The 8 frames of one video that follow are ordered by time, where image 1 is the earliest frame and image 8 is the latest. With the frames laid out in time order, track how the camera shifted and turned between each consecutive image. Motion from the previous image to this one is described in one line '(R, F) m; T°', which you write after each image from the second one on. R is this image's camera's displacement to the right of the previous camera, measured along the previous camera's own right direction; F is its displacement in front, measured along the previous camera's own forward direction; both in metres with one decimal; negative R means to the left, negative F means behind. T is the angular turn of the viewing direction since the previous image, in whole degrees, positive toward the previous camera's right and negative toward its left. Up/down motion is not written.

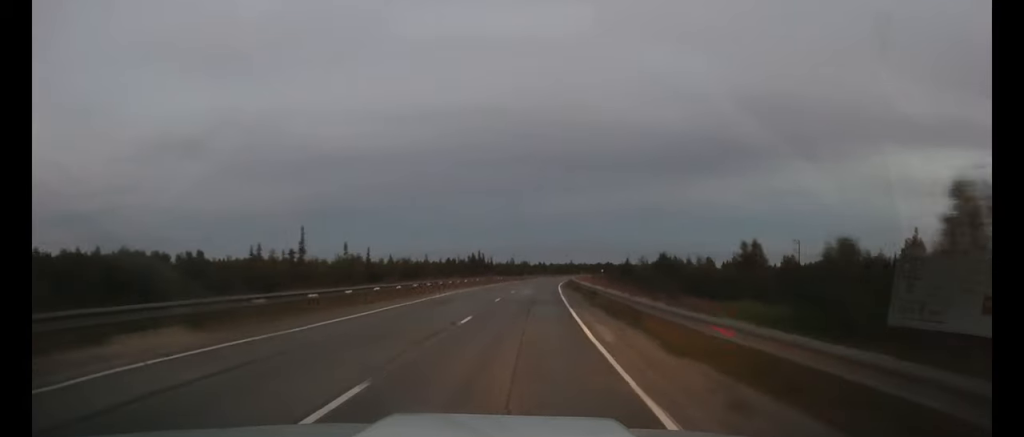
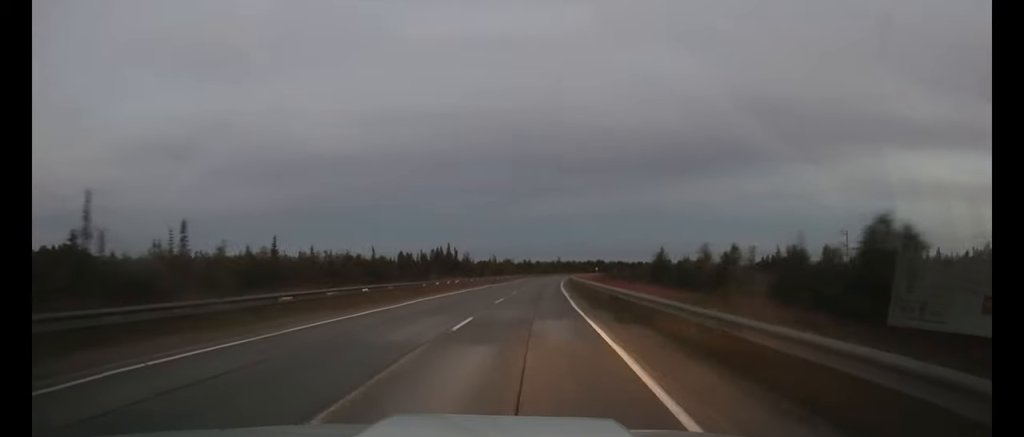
(+0.6, +38.2) m; +2°
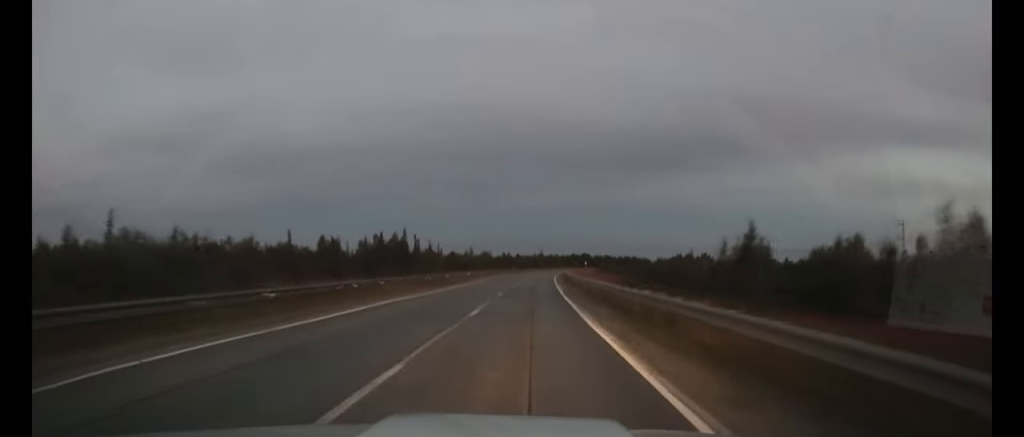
(+0.4, +33.0) m; +2°
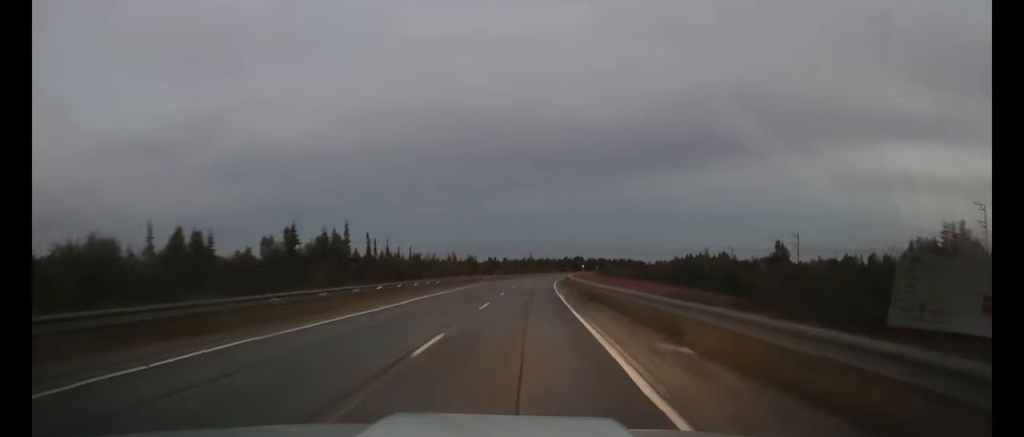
(+0.4, +31.3) m; +1°
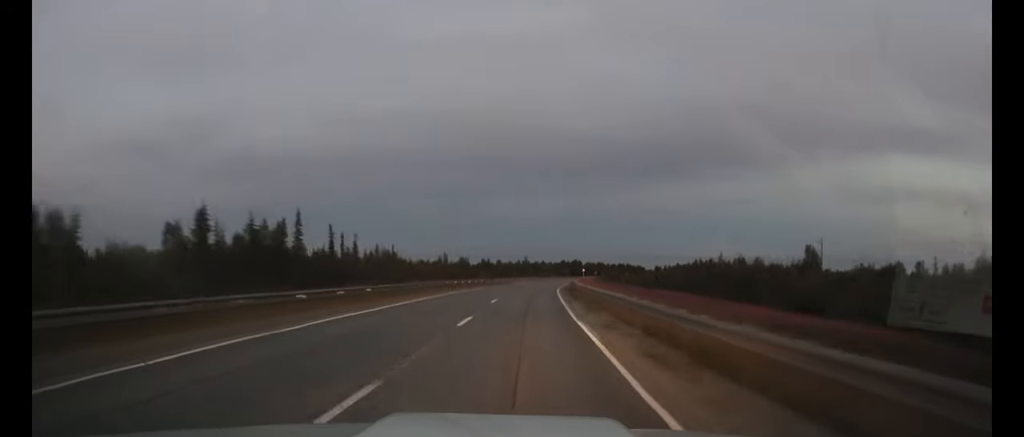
(+0.1, +17.8) m; +1°
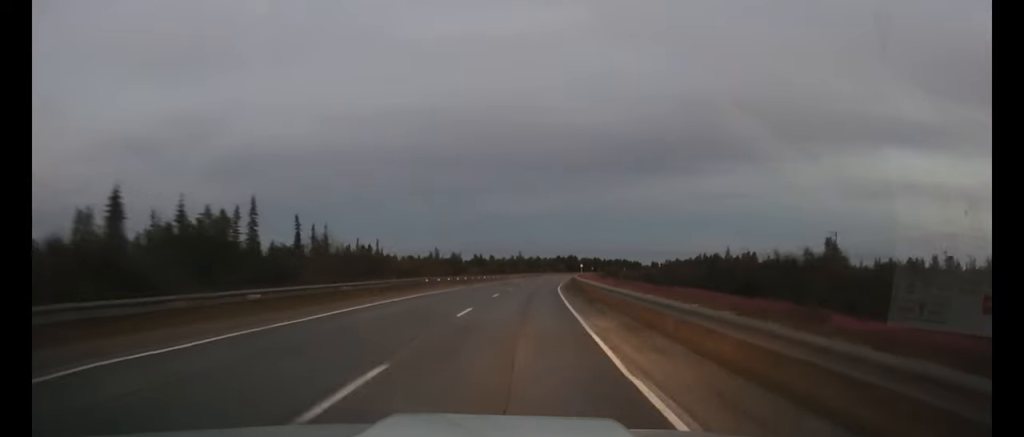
(0.0, +11.0) m; 0°
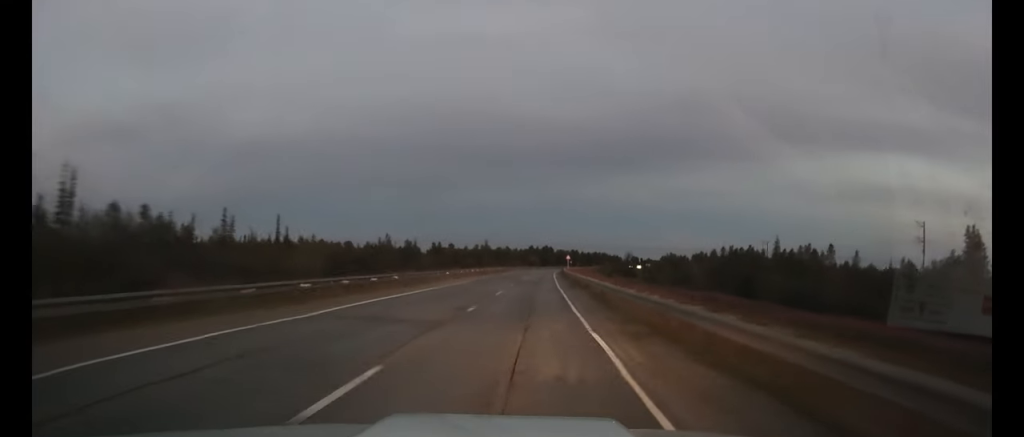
(+0.8, +48.0) m; +2°
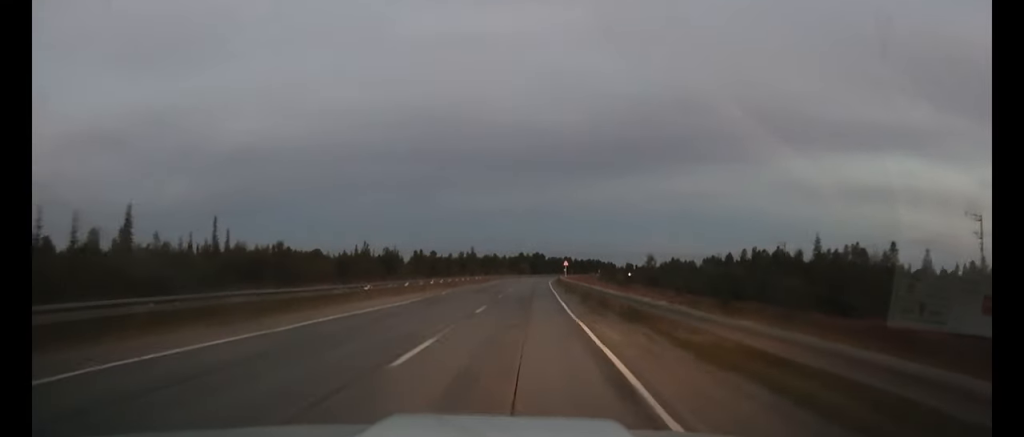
(+0.4, +20.7) m; +1°
